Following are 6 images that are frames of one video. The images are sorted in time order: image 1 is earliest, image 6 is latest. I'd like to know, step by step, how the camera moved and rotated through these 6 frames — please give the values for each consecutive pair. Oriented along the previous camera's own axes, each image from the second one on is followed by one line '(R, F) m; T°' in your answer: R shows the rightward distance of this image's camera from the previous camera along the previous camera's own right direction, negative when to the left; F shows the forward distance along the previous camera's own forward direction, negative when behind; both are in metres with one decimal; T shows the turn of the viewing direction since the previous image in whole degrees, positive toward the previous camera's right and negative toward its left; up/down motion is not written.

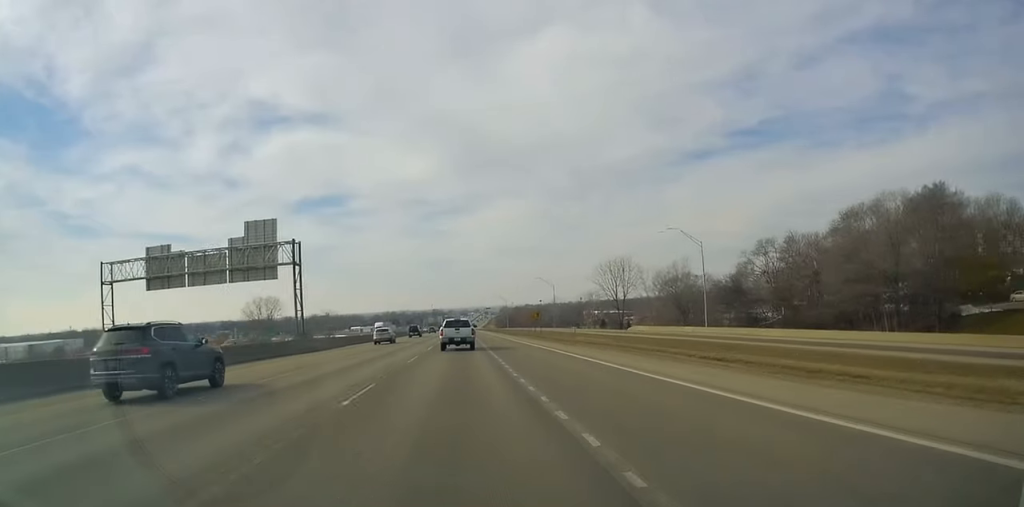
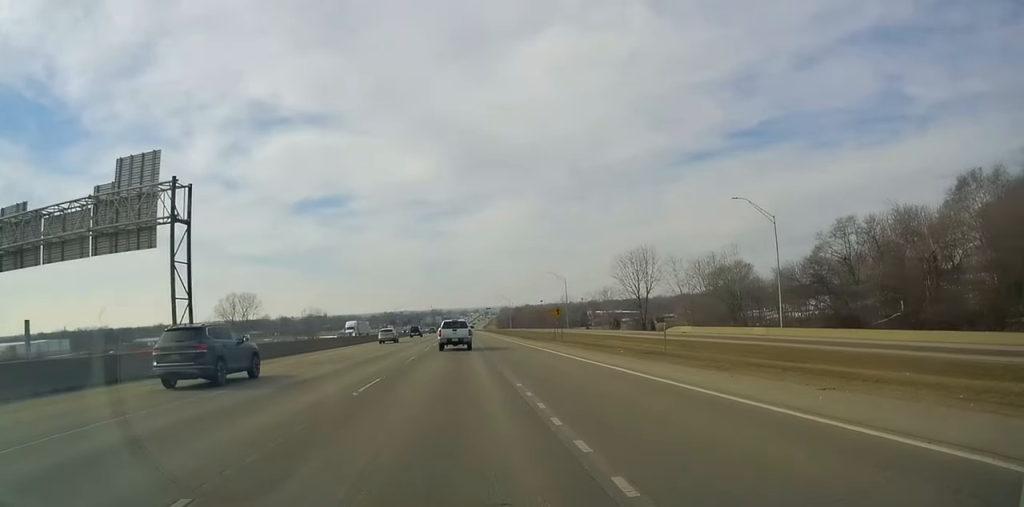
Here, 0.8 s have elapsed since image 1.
(0.0, +23.1) m; 0°
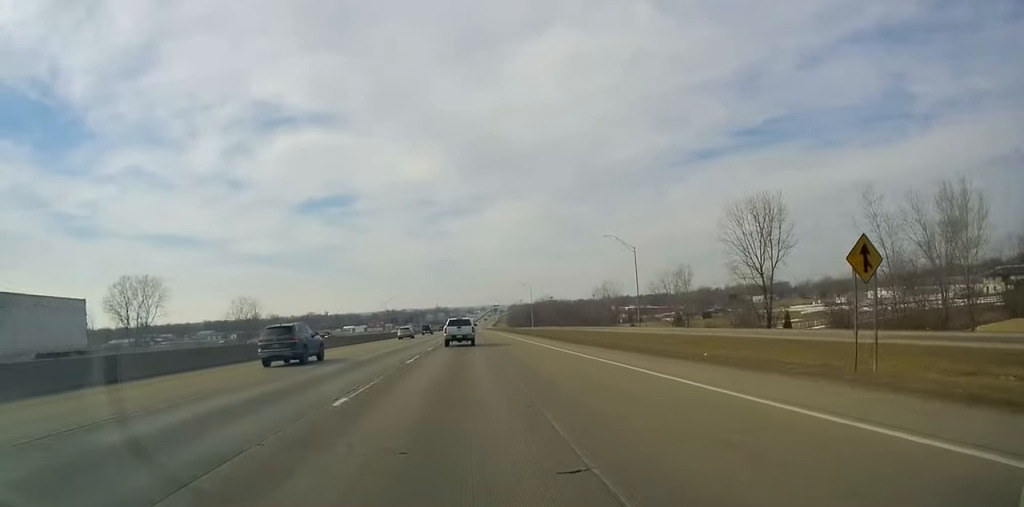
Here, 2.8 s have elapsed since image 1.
(0.0, +62.1) m; -1°
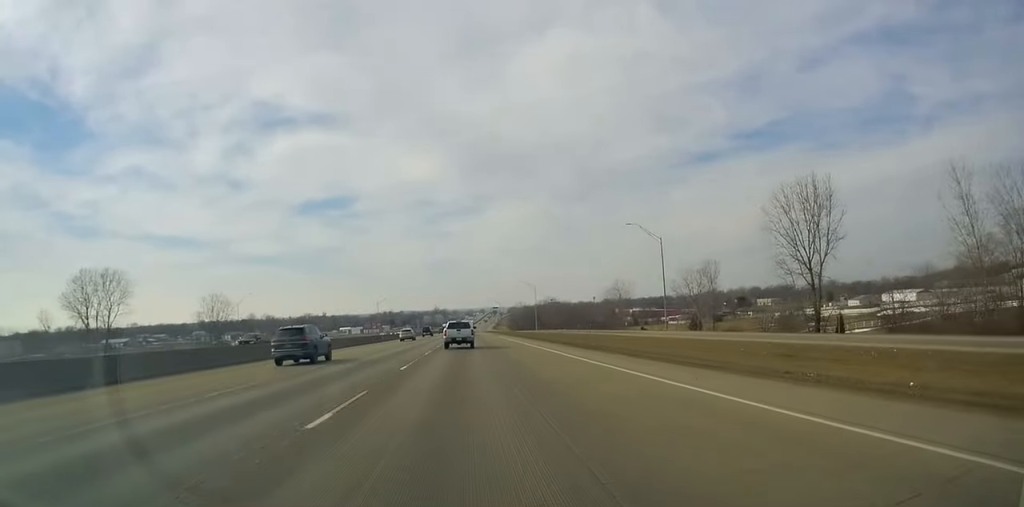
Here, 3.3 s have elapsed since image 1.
(+0.1, +14.6) m; 0°
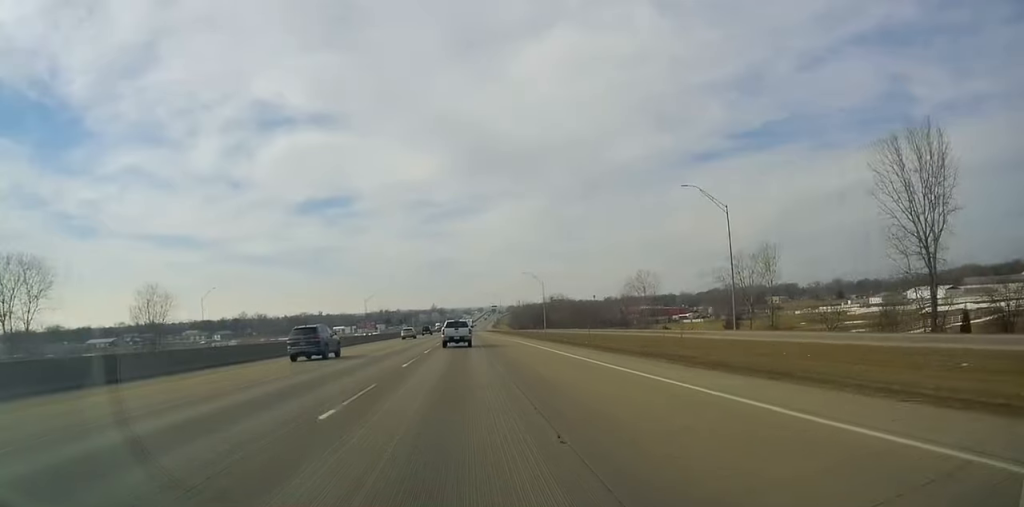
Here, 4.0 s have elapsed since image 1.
(-0.4, +23.2) m; +1°
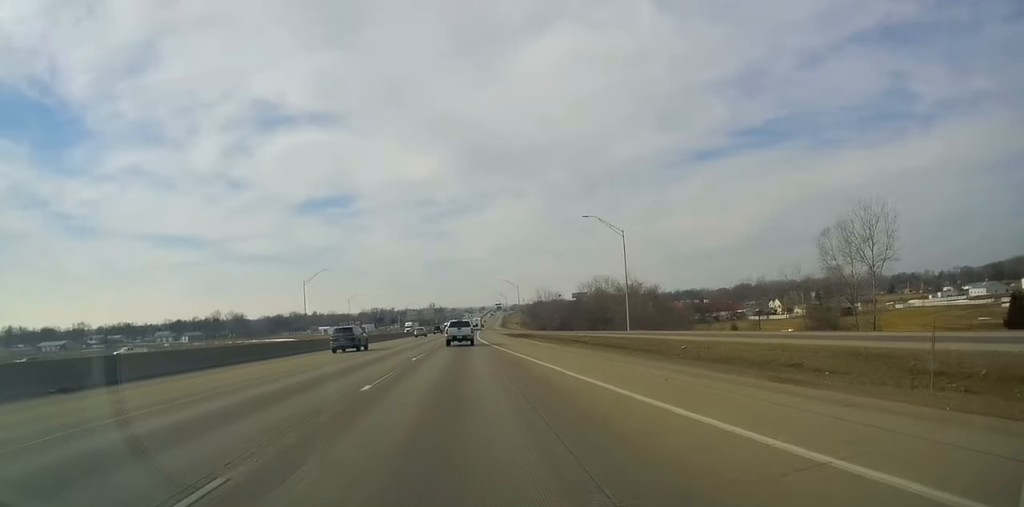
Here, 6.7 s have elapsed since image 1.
(+1.1, +81.4) m; 0°
